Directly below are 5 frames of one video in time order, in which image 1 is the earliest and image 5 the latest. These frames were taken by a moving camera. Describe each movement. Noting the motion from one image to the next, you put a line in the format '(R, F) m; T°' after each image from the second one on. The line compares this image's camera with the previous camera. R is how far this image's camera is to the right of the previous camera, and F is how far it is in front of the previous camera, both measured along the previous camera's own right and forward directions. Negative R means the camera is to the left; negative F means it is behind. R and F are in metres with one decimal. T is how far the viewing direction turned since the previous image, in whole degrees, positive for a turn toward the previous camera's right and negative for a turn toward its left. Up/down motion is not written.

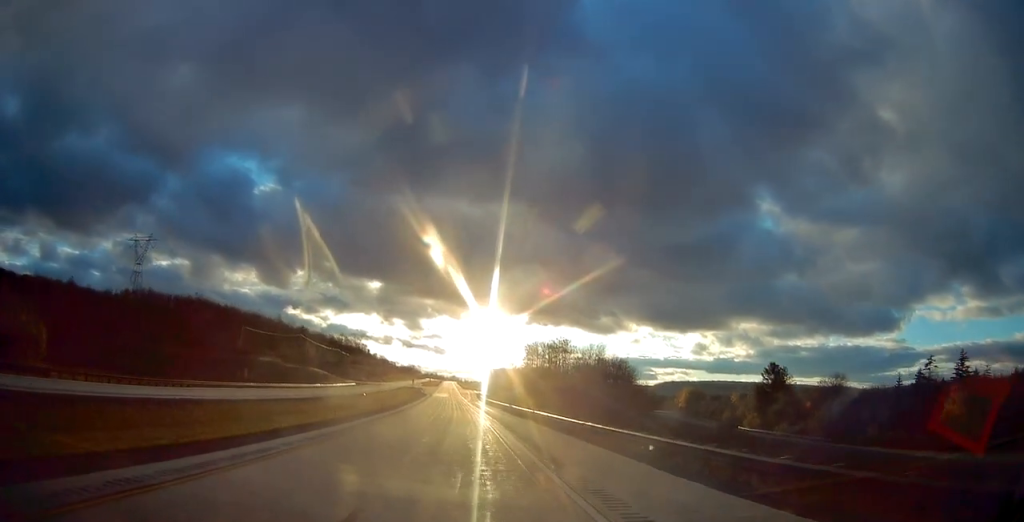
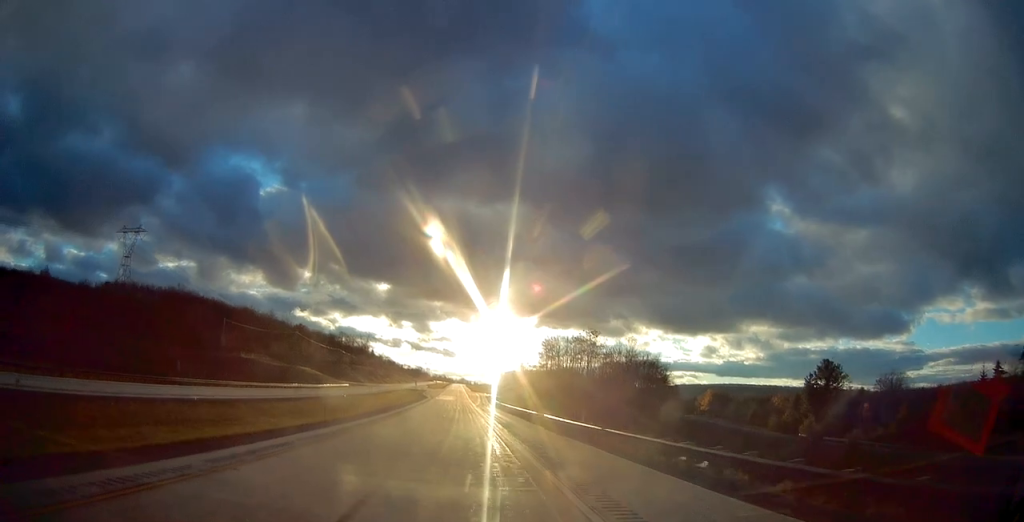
(-0.4, +23.1) m; -1°
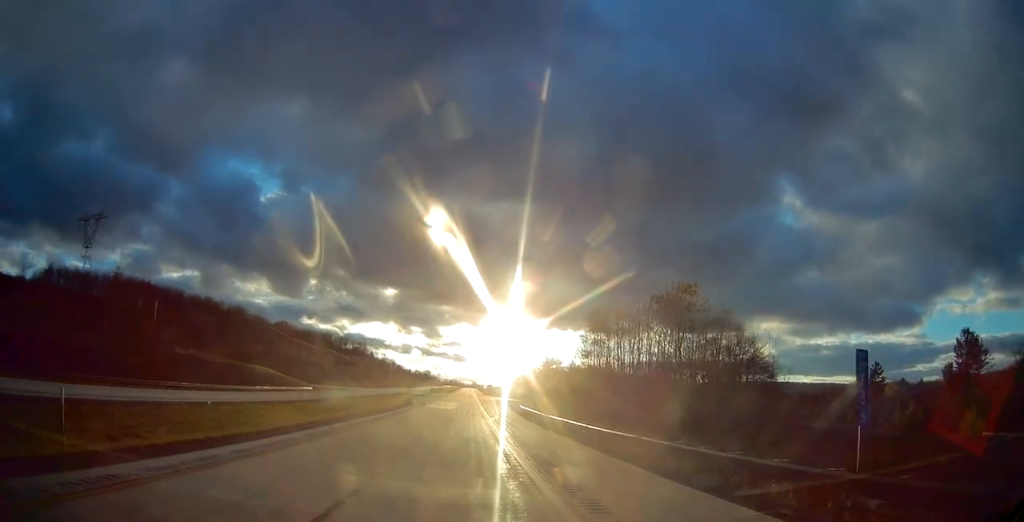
(-0.4, +47.2) m; -1°
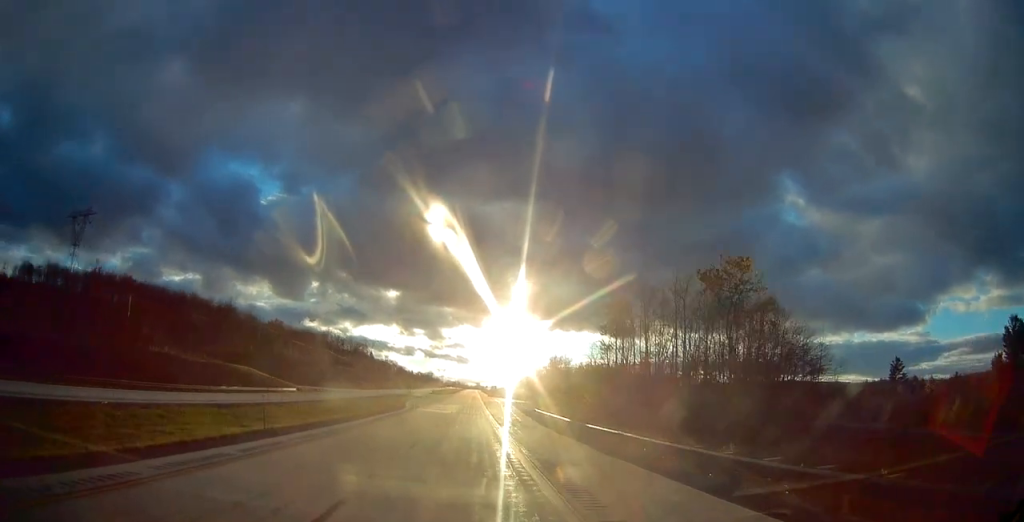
(+0.1, +13.1) m; 0°
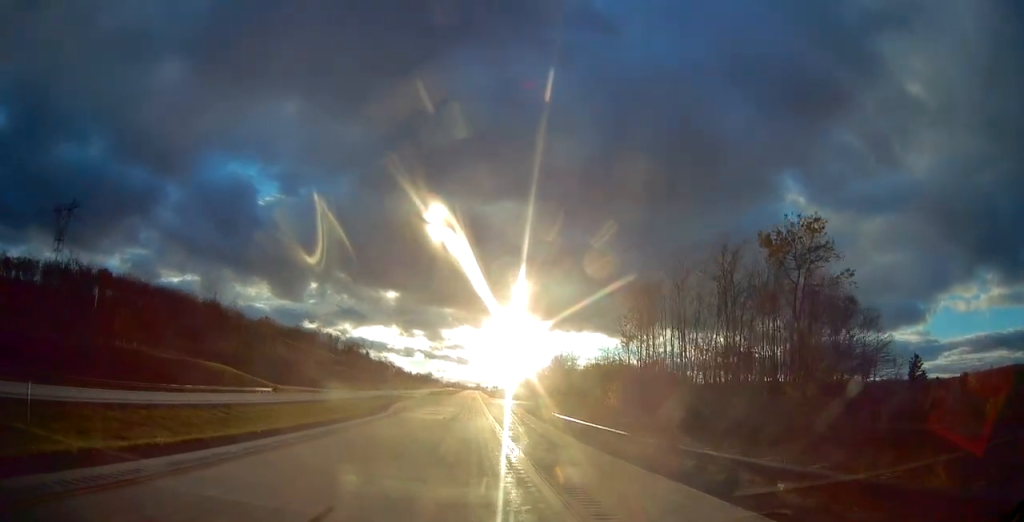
(-0.1, +13.1) m; 0°
